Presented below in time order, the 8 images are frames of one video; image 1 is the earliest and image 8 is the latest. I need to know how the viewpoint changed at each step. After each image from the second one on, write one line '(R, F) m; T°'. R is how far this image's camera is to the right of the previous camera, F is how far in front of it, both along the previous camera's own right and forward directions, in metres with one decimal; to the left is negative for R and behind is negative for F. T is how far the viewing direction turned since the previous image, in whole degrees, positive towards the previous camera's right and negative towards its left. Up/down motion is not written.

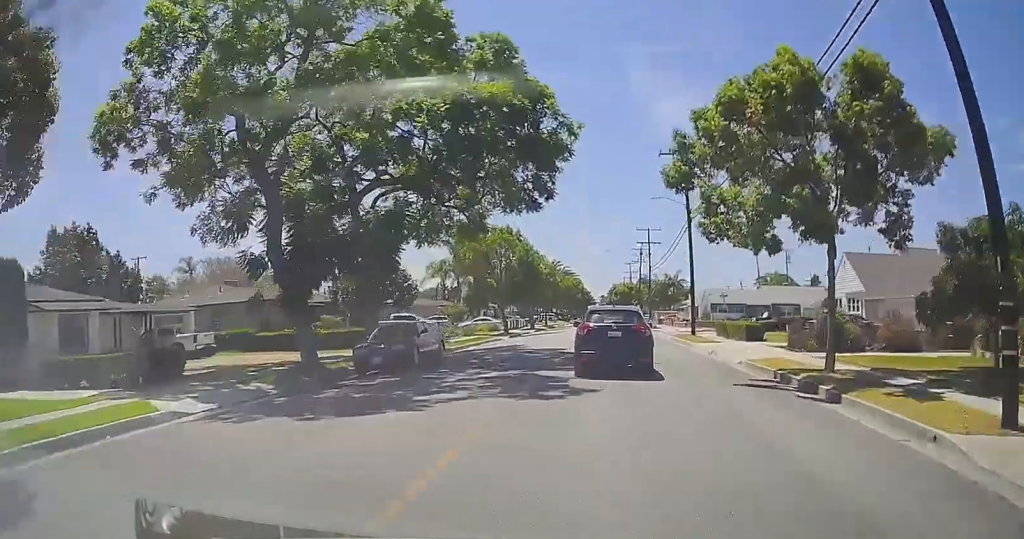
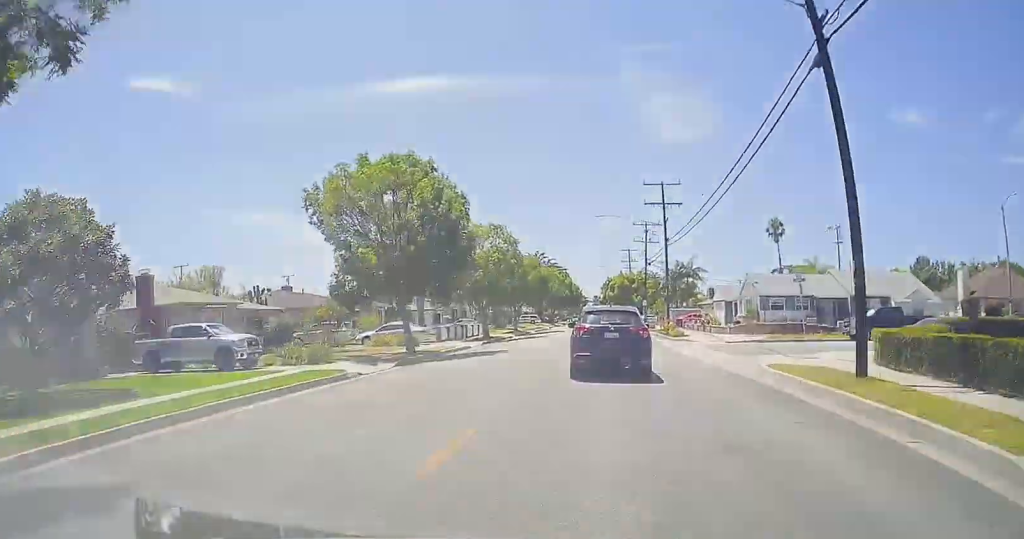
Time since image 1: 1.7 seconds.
(0.0, +27.7) m; 0°
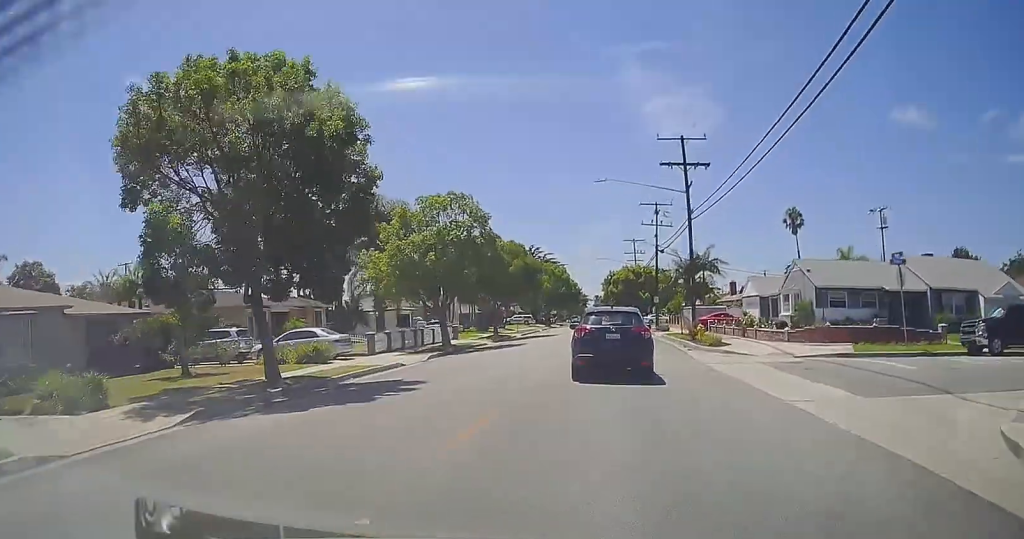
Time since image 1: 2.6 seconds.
(+0.1, +13.7) m; +1°
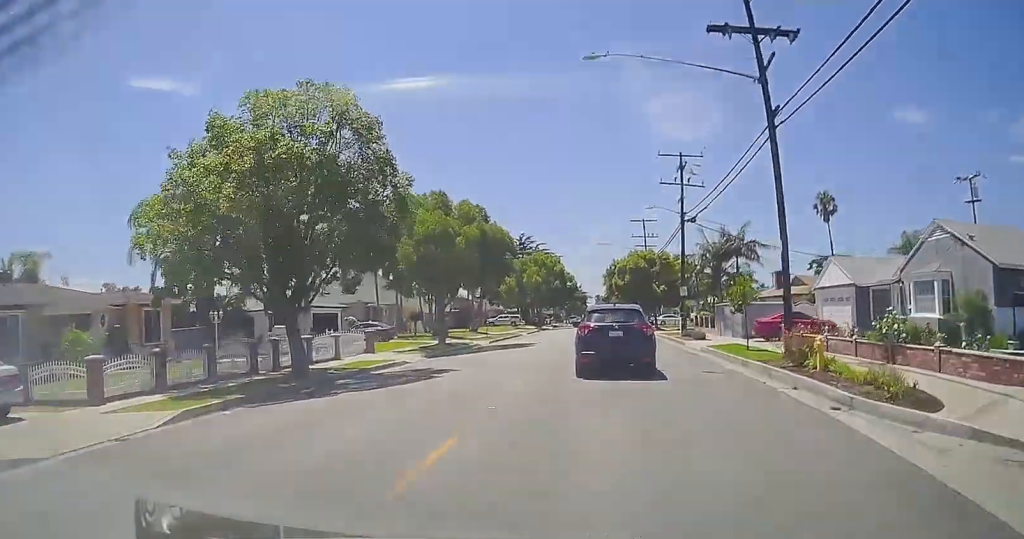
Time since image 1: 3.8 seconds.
(-0.1, +19.3) m; -2°
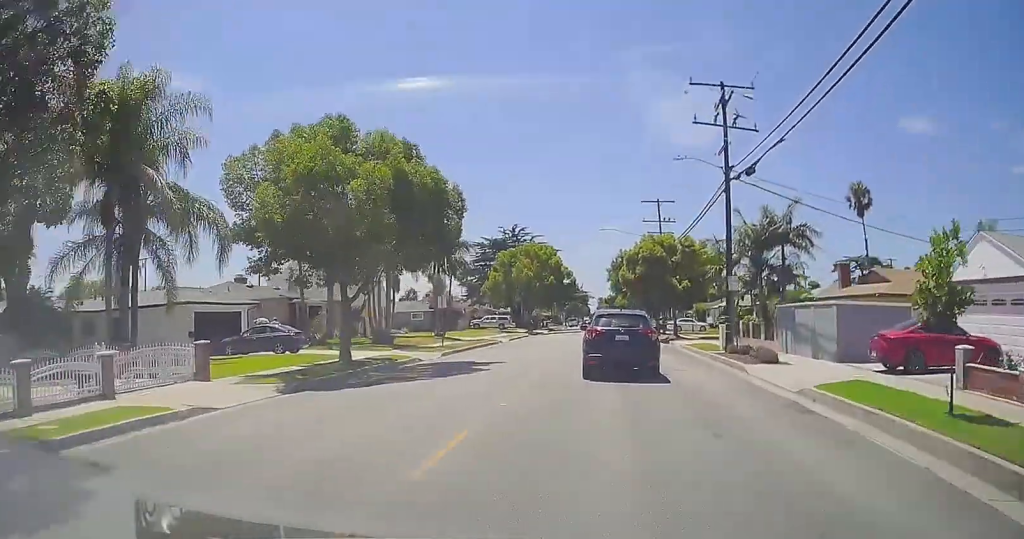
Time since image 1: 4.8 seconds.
(-0.6, +14.3) m; 0°
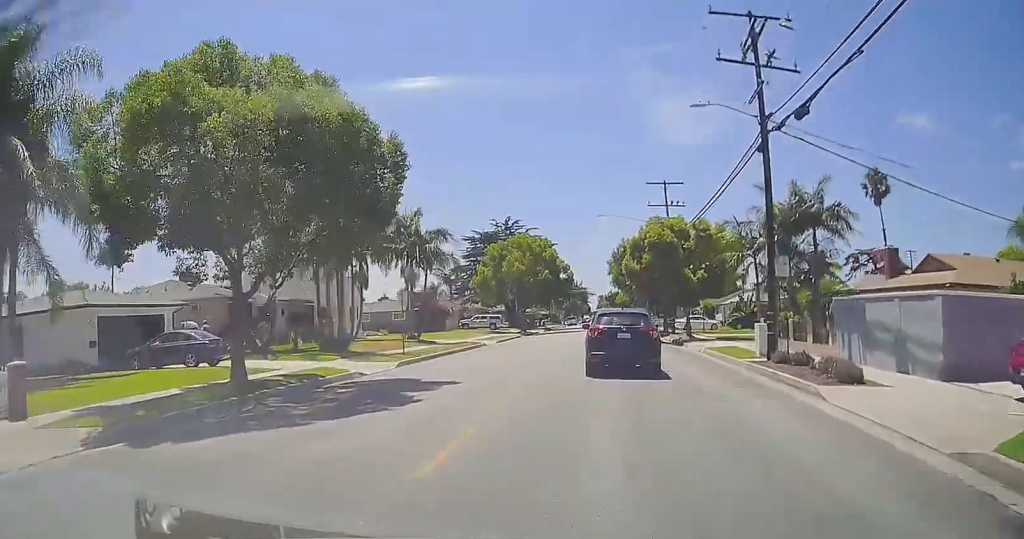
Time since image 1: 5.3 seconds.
(+0.4, +7.6) m; +1°
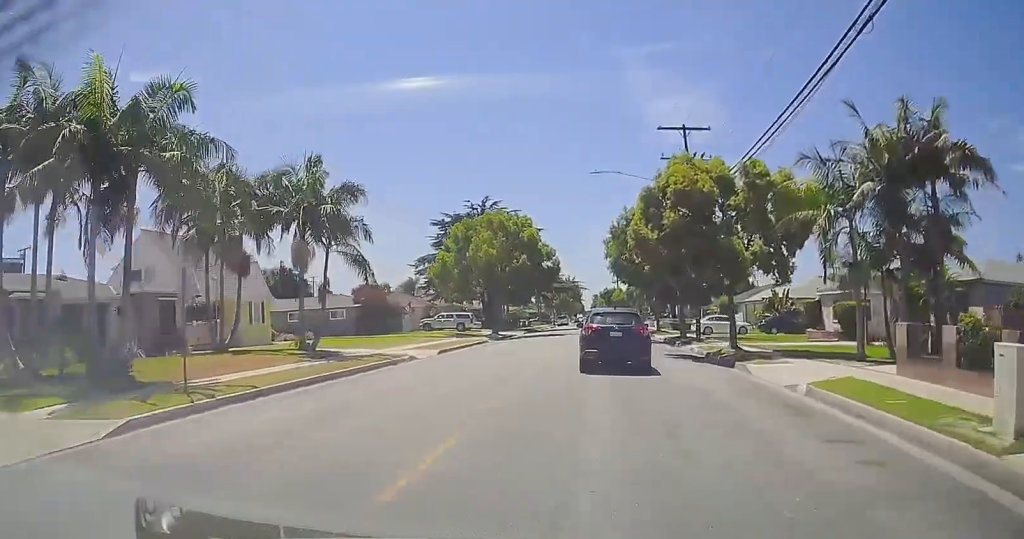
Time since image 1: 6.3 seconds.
(+0.3, +15.2) m; 0°
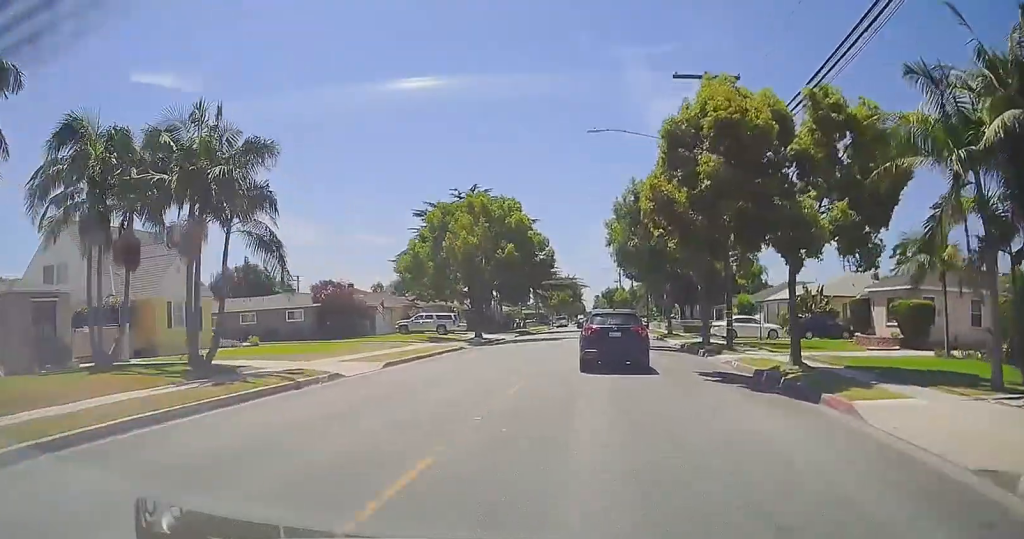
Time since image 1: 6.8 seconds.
(+0.1, +8.7) m; -1°
